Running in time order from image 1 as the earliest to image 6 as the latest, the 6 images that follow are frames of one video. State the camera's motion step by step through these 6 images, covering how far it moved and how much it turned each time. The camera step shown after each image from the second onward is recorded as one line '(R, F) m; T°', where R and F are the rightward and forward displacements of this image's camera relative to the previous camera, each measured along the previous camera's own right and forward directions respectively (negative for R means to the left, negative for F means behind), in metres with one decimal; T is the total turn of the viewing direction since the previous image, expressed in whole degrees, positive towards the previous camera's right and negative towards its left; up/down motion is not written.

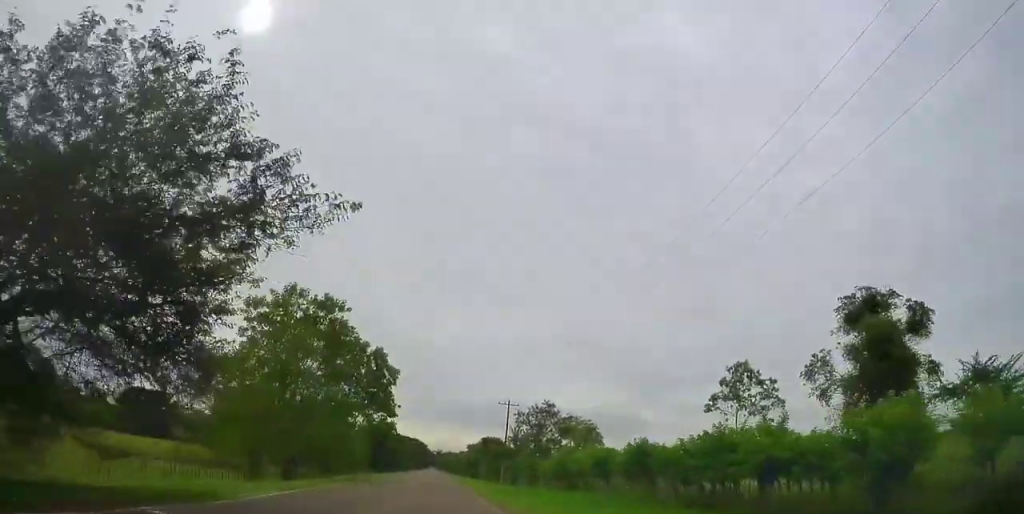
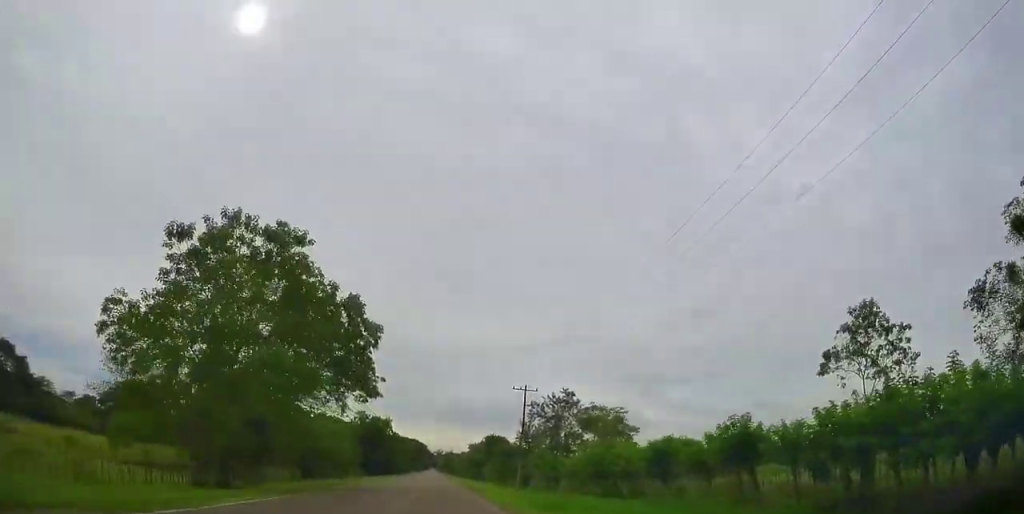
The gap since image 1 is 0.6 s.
(+0.1, +12.6) m; 0°
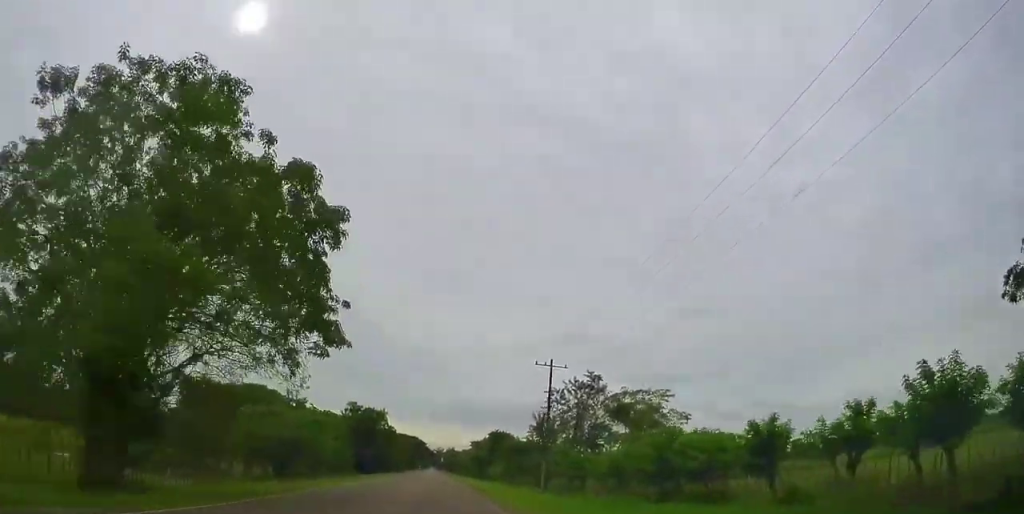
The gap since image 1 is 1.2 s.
(0.0, +11.5) m; 0°
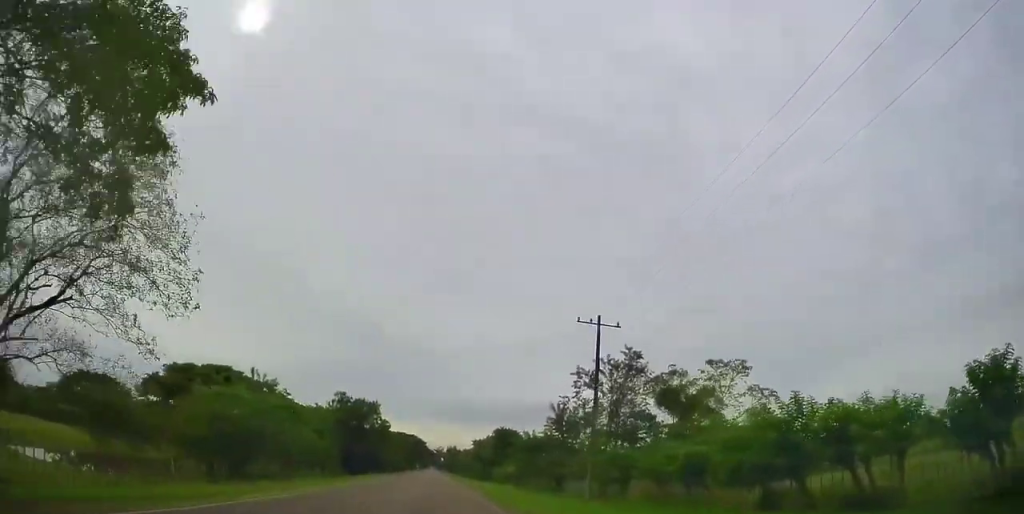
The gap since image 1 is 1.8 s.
(0.0, +12.3) m; 0°
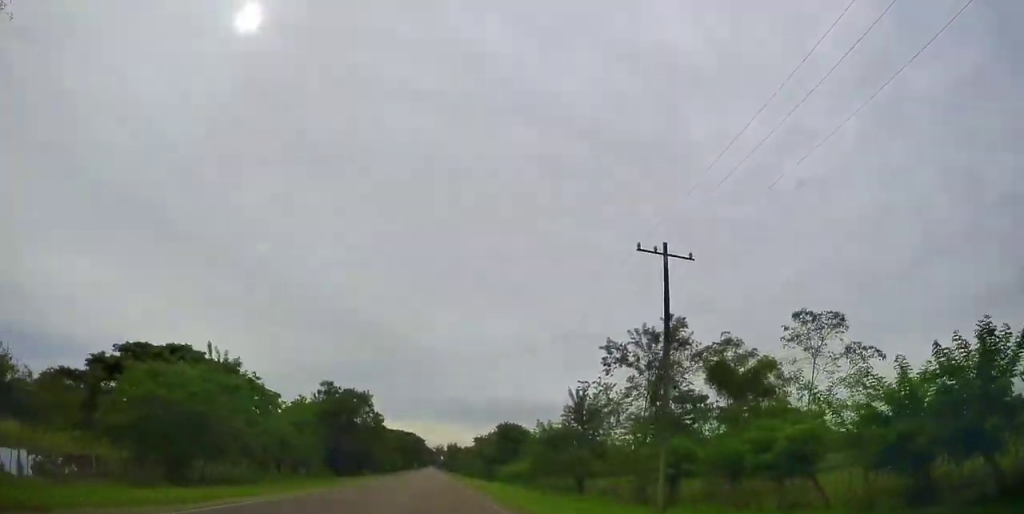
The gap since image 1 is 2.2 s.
(0.0, +9.7) m; 0°
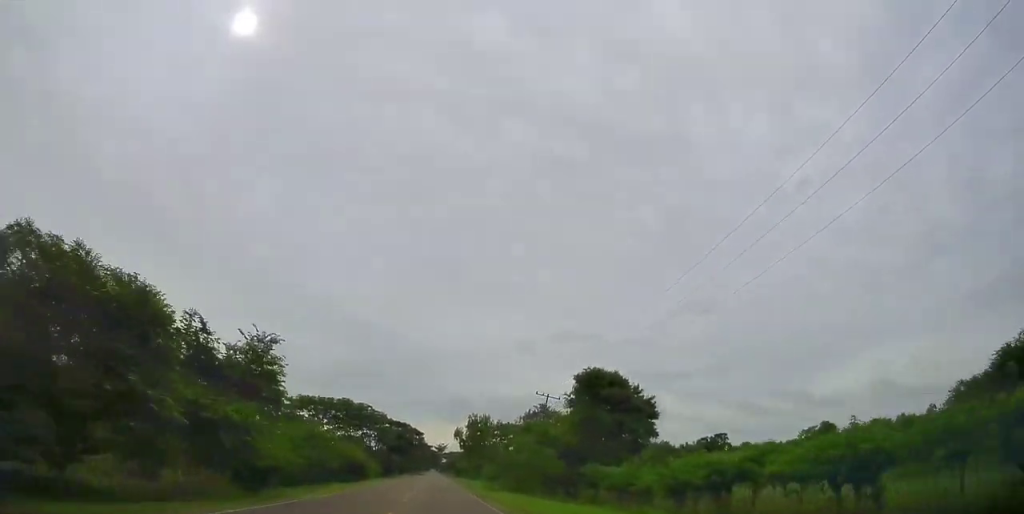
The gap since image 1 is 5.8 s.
(0.0, +72.0) m; 0°
